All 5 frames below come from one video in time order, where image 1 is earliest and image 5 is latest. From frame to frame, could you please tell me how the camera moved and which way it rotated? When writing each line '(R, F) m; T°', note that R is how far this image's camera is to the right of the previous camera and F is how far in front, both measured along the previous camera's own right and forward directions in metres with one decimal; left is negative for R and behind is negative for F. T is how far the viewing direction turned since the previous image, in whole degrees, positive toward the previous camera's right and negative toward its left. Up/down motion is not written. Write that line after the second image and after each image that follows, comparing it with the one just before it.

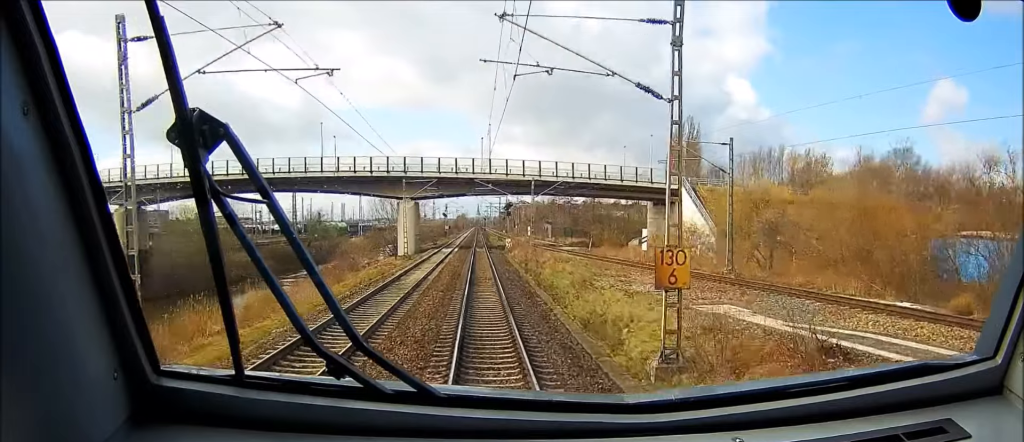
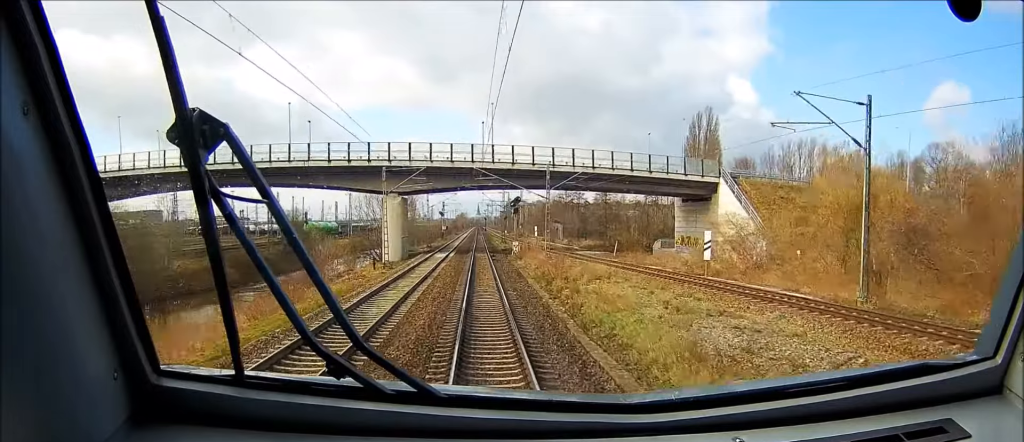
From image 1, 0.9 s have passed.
(-0.1, +14.9) m; 0°
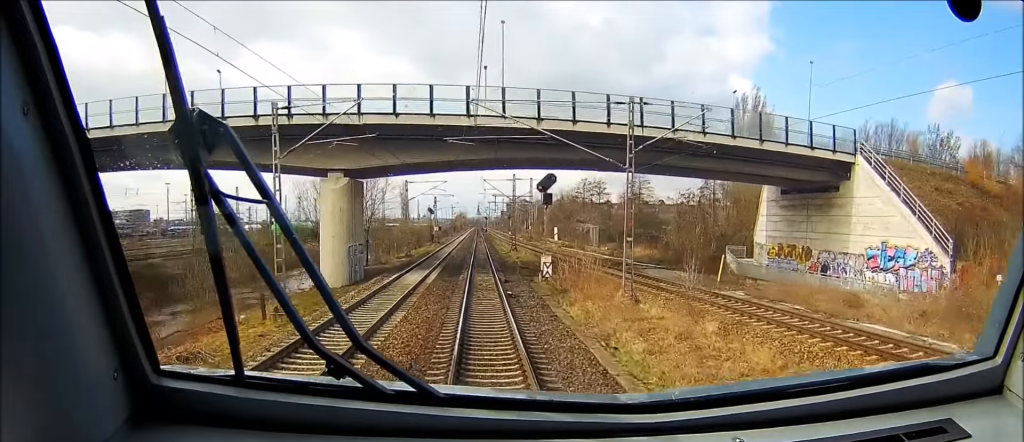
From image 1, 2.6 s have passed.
(0.0, +28.3) m; 0°
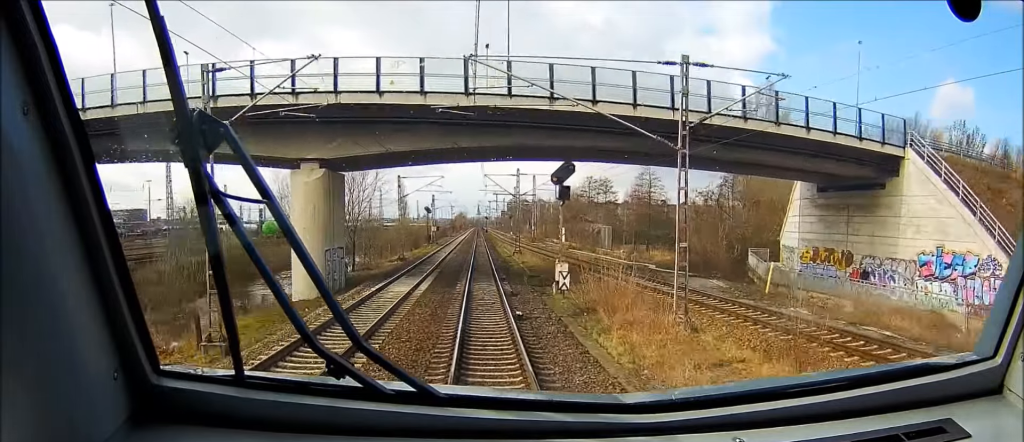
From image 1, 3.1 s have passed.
(0.0, +7.1) m; 0°
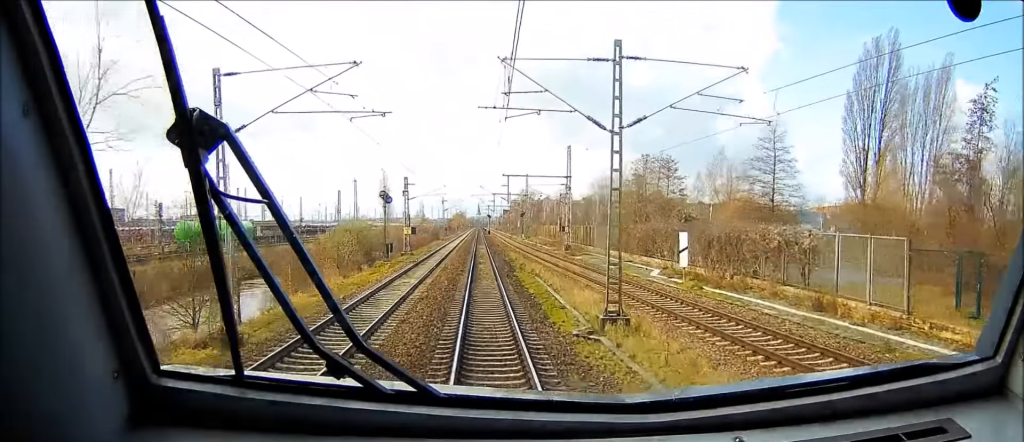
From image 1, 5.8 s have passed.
(-0.9, +44.3) m; -3°
